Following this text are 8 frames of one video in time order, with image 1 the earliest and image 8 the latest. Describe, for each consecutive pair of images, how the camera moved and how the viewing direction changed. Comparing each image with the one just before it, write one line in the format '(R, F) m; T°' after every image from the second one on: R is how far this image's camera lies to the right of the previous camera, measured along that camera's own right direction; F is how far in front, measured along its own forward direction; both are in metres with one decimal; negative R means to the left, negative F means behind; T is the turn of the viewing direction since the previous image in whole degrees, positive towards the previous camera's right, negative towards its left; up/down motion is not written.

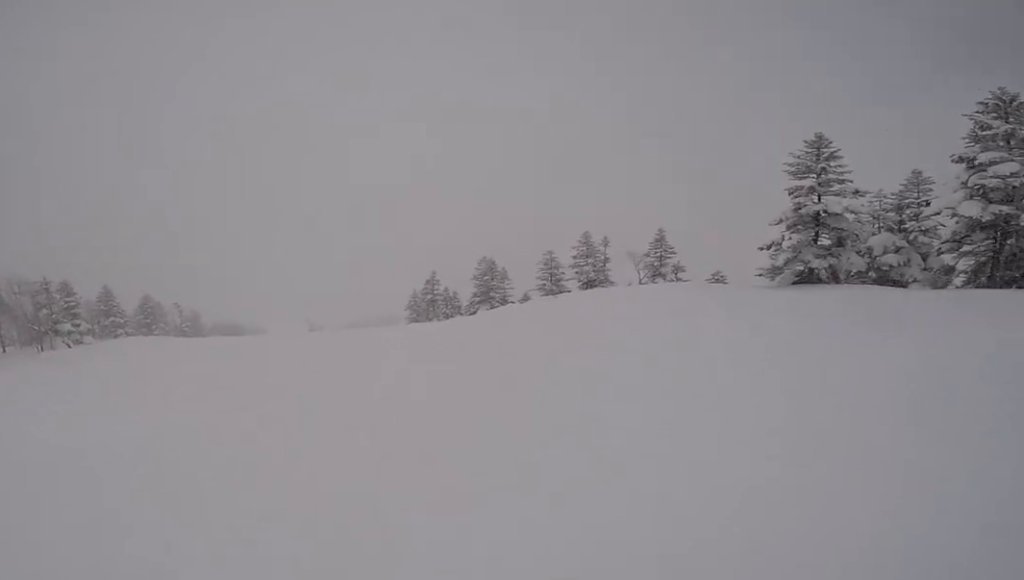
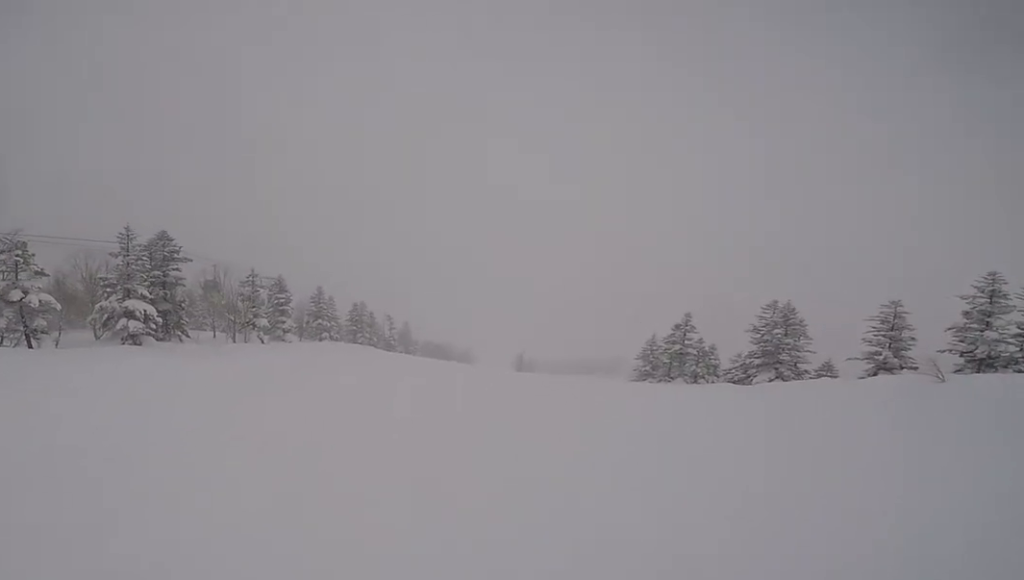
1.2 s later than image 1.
(-1.3, +8.8) m; -8°
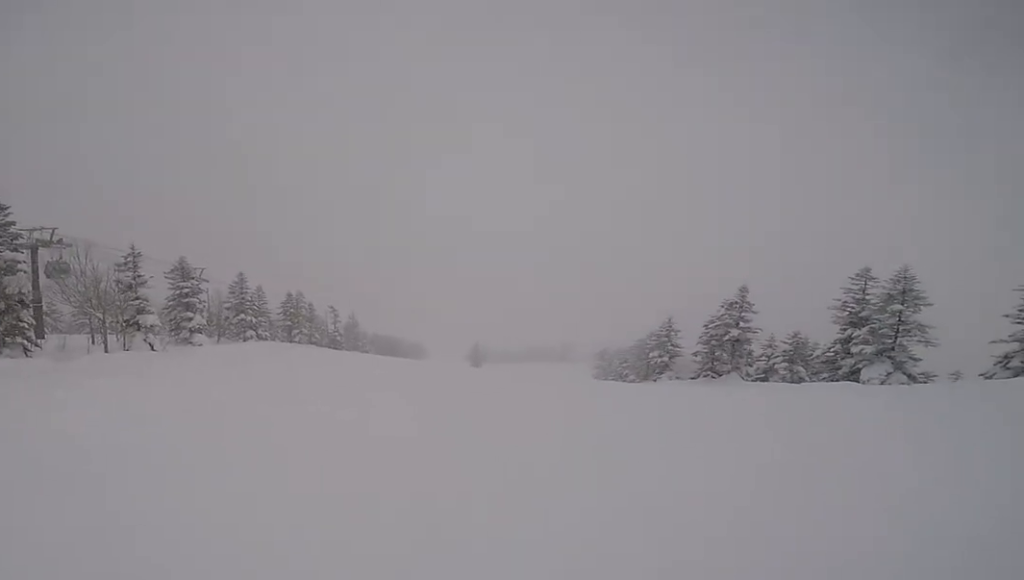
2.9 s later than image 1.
(-0.2, +11.7) m; +1°
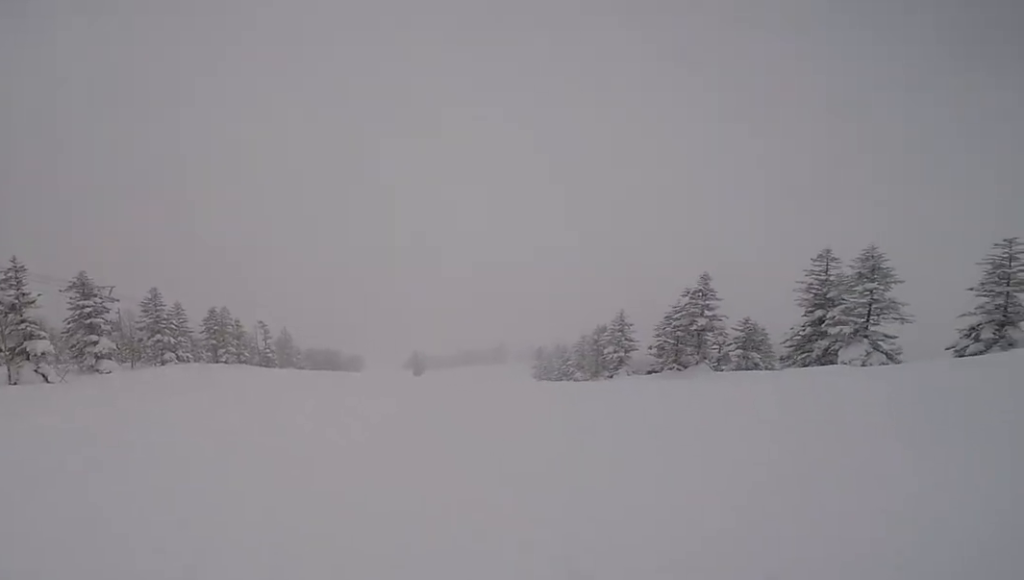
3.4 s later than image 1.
(+0.2, +3.2) m; +3°
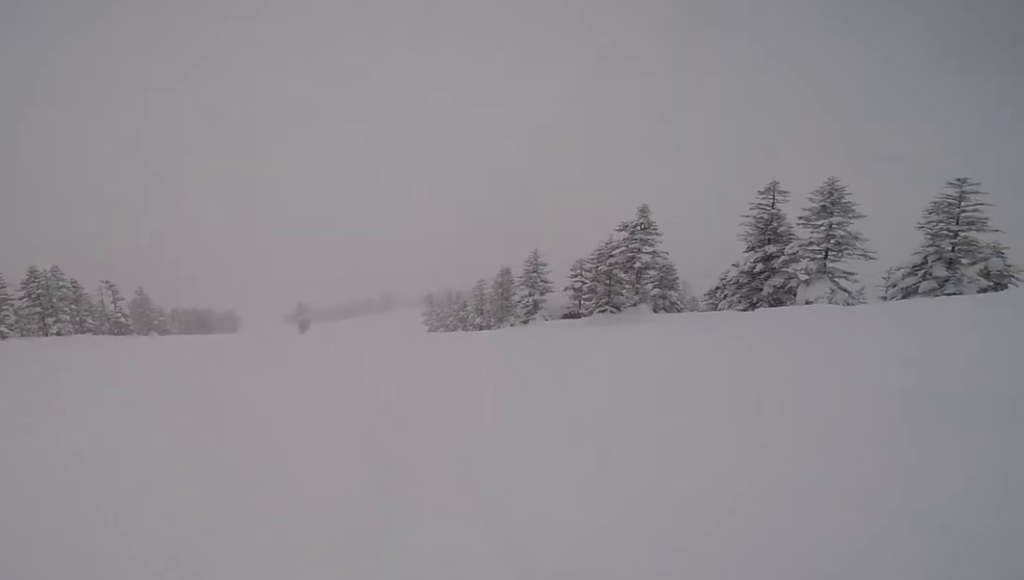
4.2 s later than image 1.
(+0.3, +5.9) m; +7°
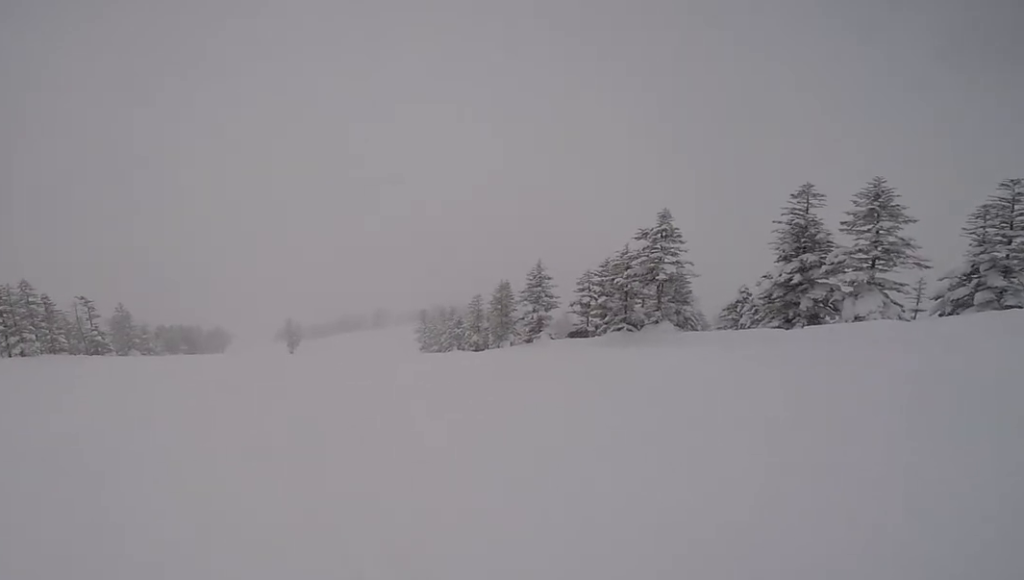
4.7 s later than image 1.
(-0.1, +2.8) m; +4°
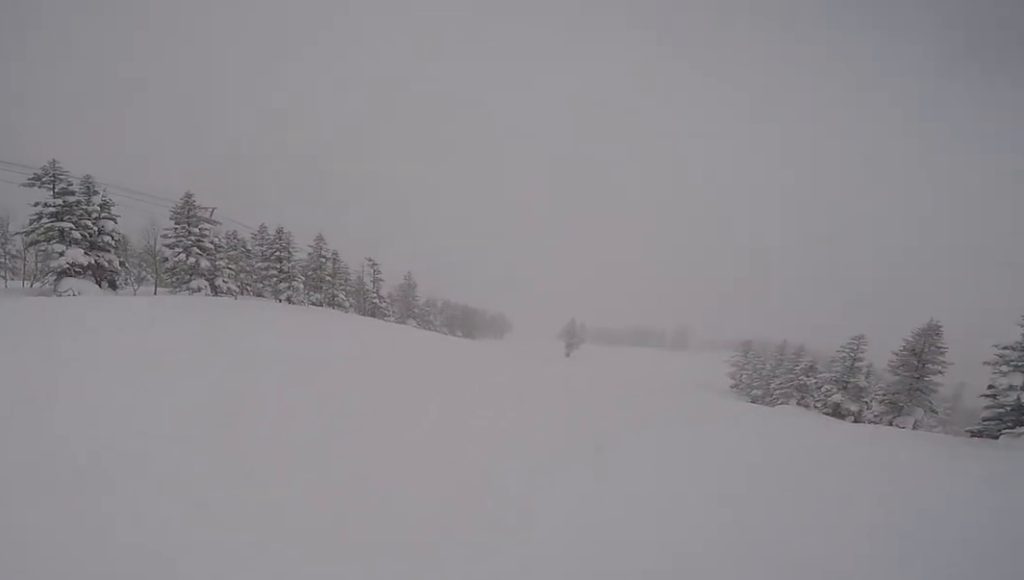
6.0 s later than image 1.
(-0.3, +8.6) m; -20°
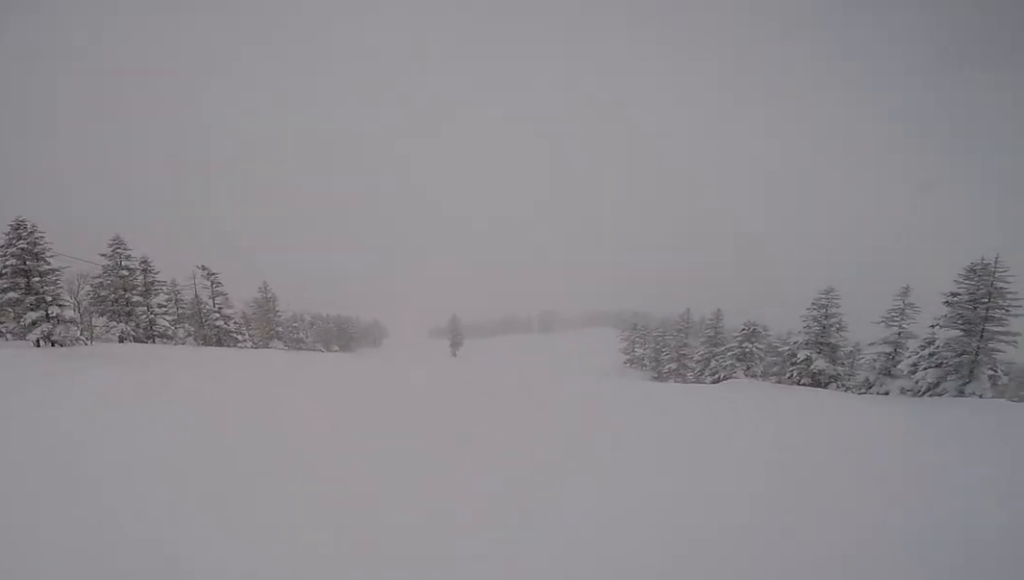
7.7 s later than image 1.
(-1.8, +12.5) m; +15°
